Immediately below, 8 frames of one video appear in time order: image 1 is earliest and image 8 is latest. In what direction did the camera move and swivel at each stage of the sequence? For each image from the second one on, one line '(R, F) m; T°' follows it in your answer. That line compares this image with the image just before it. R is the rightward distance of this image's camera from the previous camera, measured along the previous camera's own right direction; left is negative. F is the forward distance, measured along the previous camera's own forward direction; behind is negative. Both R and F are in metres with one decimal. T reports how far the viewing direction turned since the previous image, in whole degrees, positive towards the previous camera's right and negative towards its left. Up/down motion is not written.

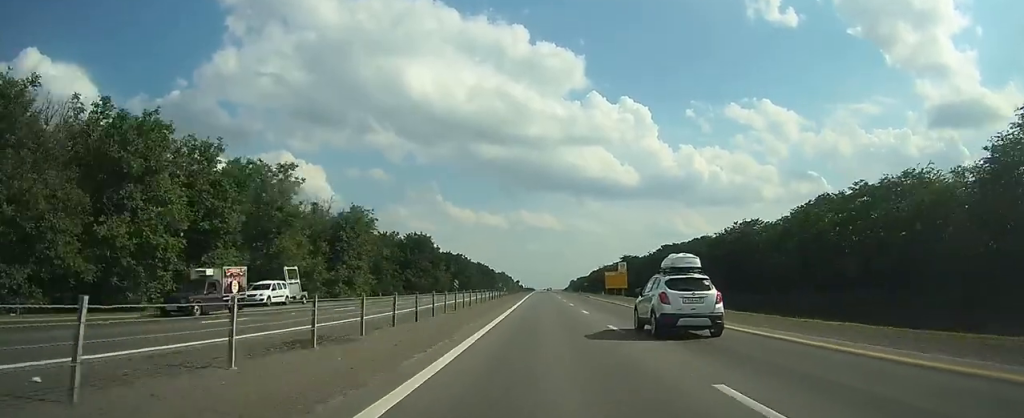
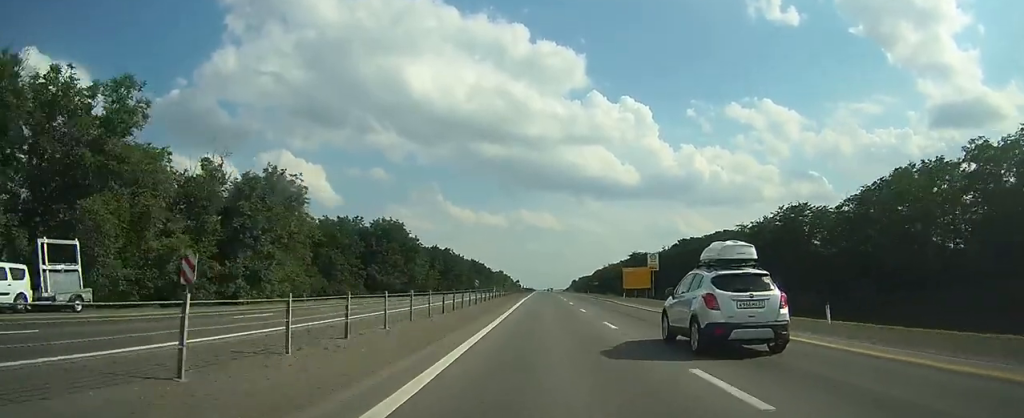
(0.0, +22.3) m; 0°
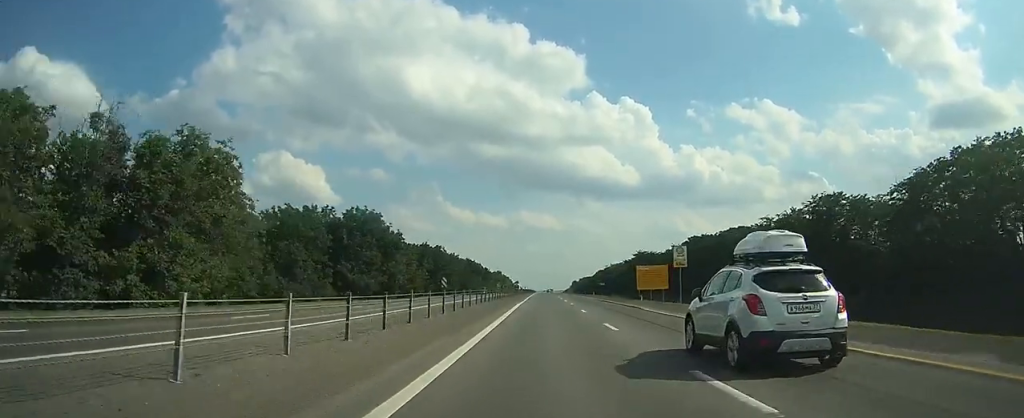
(0.0, +12.2) m; 0°
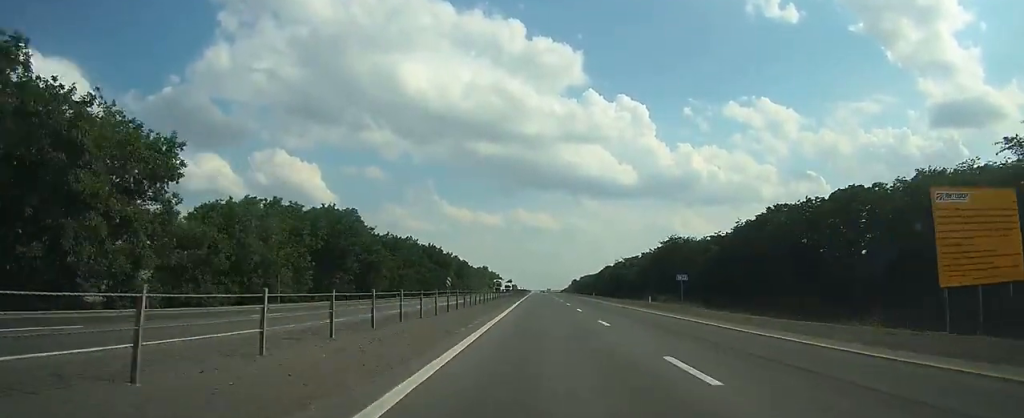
(+0.1, +58.1) m; 0°
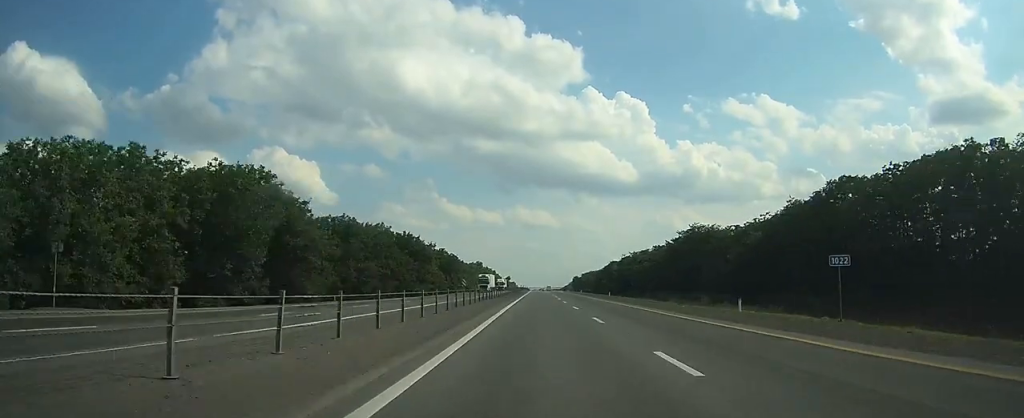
(0.0, +23.5) m; 0°
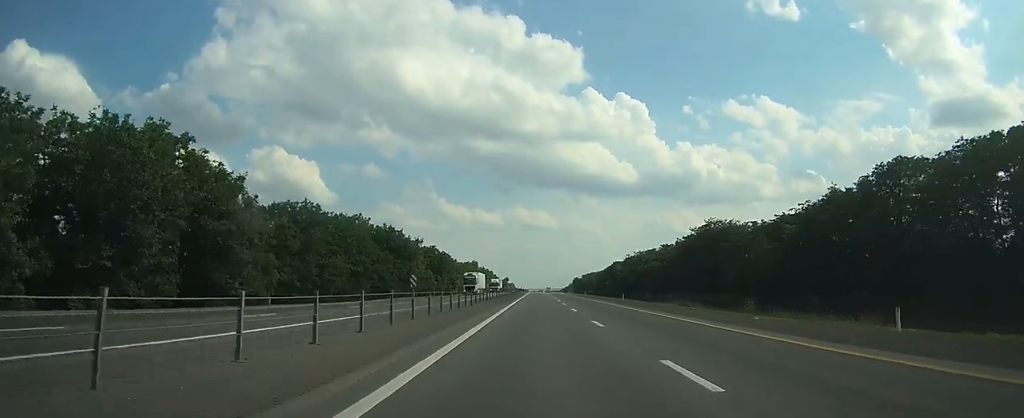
(0.0, +13.2) m; 0°
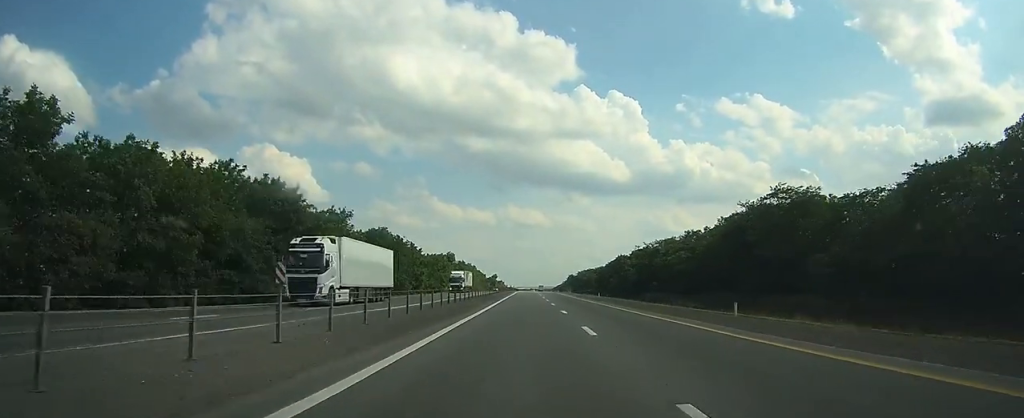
(+0.2, +39.7) m; 0°
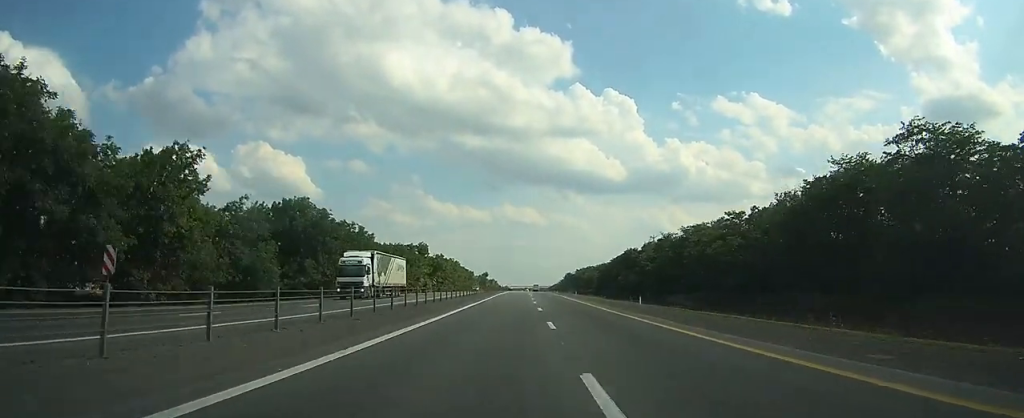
(+0.1, +34.4) m; 0°
